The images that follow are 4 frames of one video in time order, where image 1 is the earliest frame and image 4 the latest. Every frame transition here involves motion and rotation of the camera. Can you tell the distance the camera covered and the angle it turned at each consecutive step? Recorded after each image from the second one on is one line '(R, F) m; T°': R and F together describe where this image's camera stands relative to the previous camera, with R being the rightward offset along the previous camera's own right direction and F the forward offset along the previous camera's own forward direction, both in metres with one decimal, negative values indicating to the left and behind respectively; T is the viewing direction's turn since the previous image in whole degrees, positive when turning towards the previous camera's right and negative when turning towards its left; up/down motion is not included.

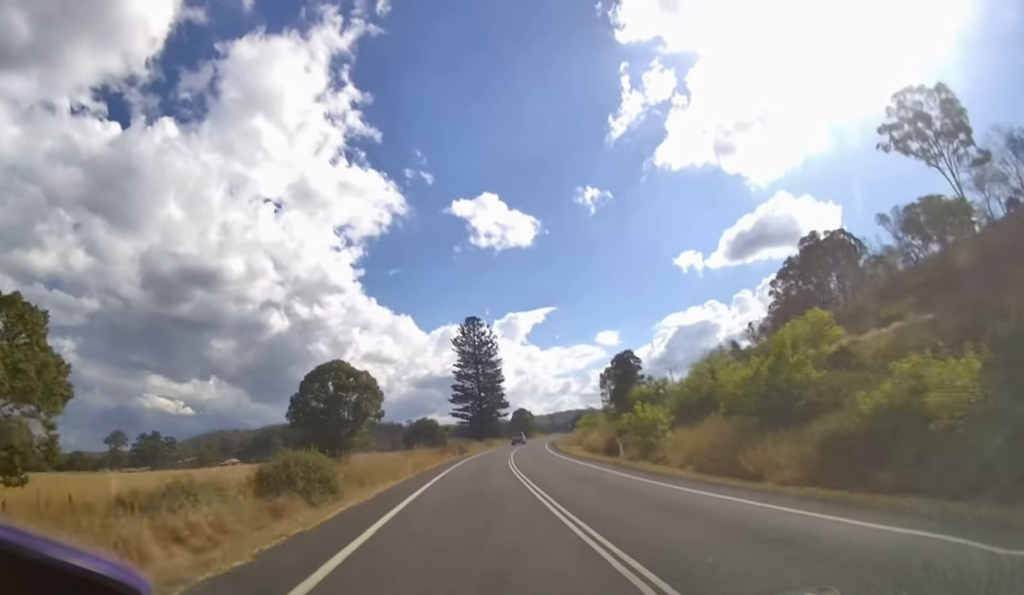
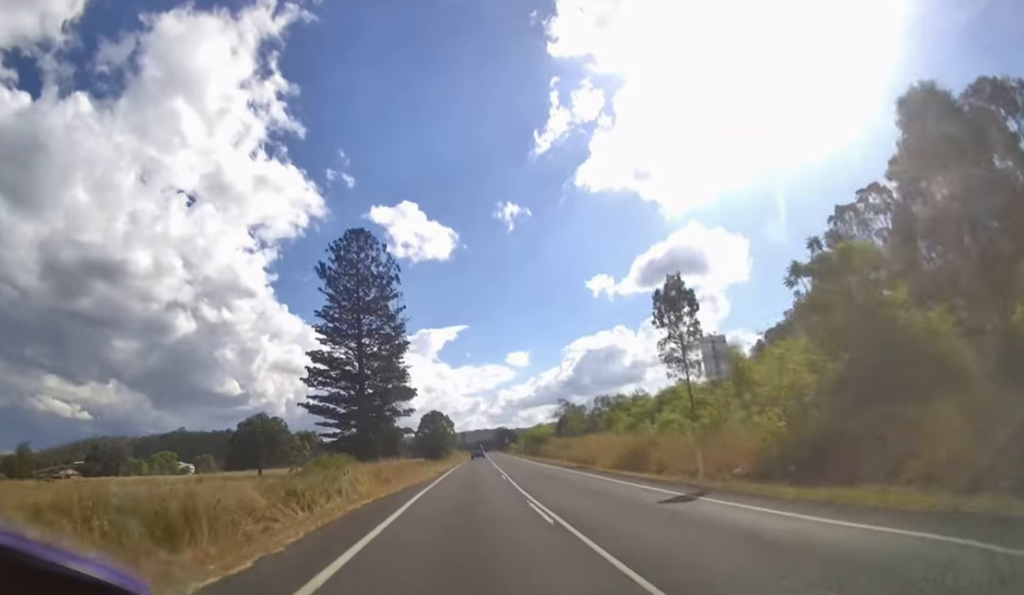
(+6.3, +67.8) m; +10°
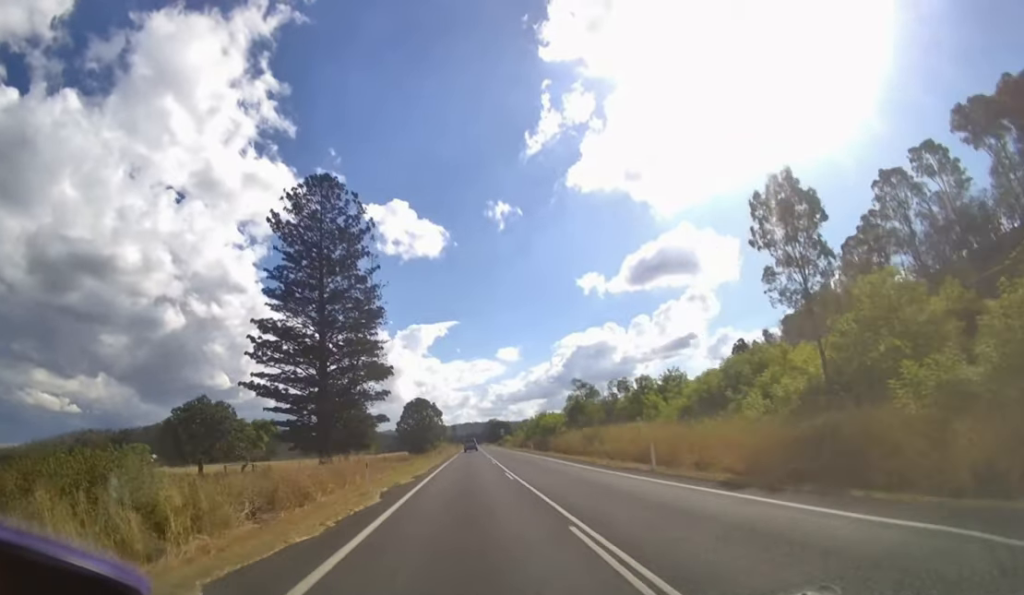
(+0.4, +19.0) m; +2°
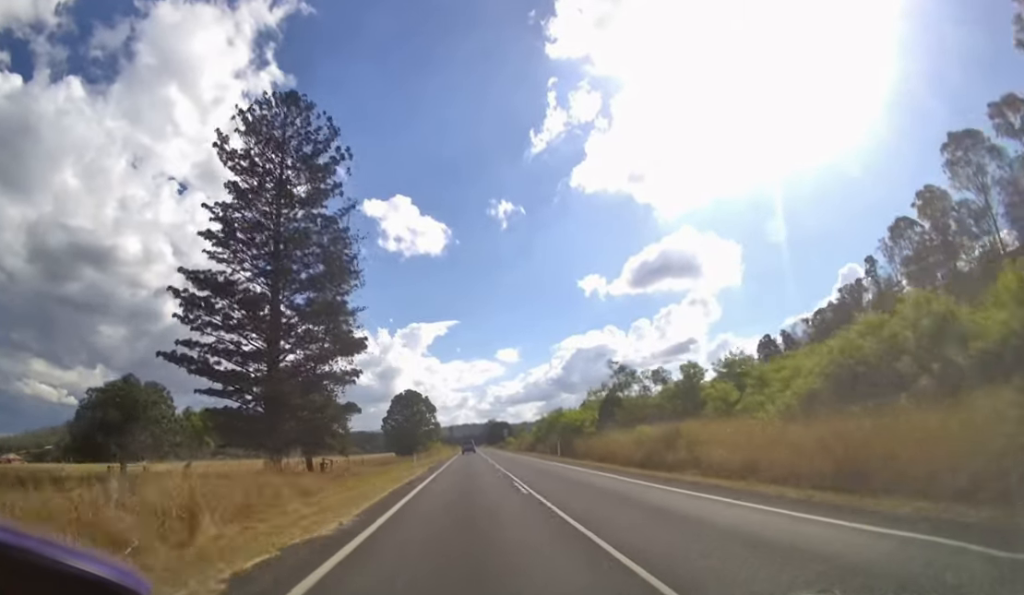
(+0.3, +18.7) m; +1°
